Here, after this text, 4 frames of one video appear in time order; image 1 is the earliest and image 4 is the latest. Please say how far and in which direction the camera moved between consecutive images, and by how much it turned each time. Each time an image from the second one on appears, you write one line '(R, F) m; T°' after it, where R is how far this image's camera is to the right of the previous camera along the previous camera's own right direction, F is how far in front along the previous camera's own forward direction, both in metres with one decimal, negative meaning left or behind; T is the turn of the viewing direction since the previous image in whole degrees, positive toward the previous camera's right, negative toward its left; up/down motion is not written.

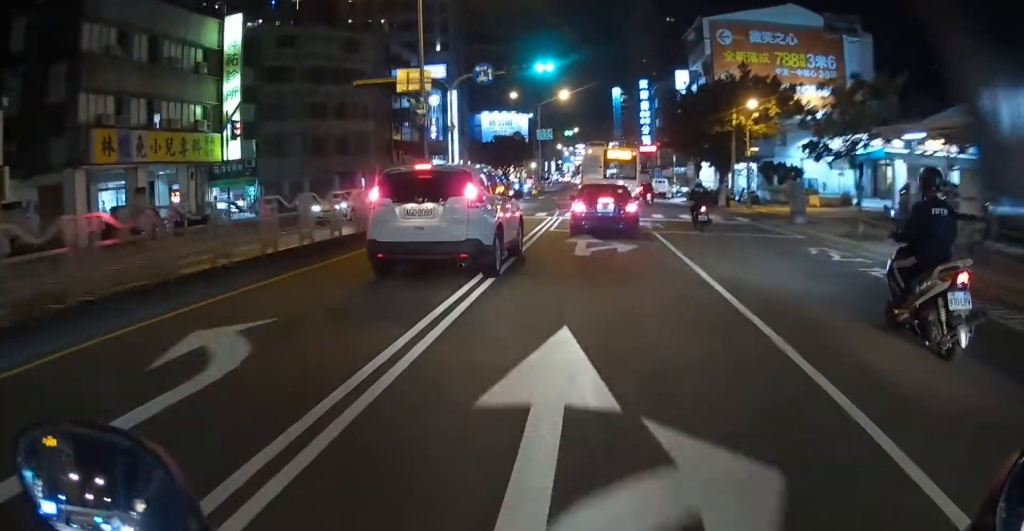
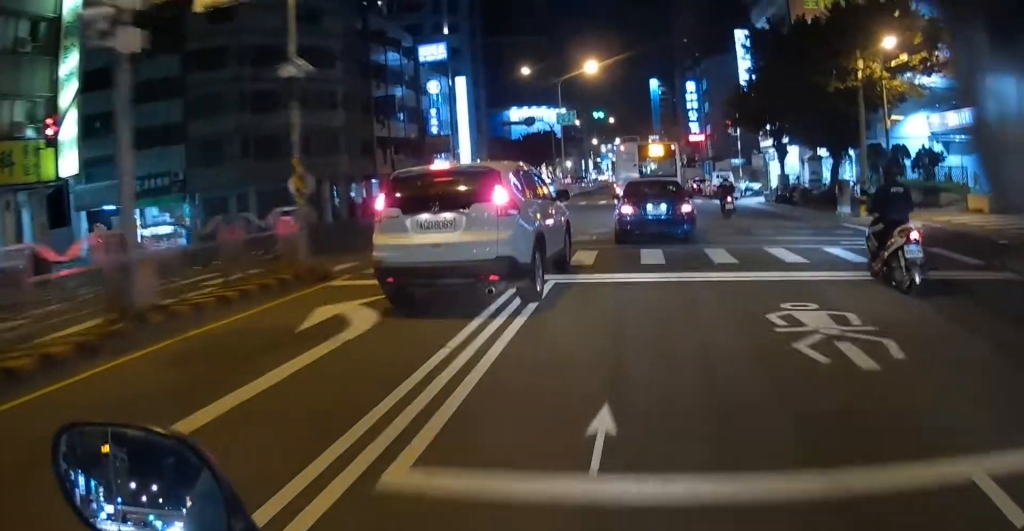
(-0.8, +16.6) m; -3°
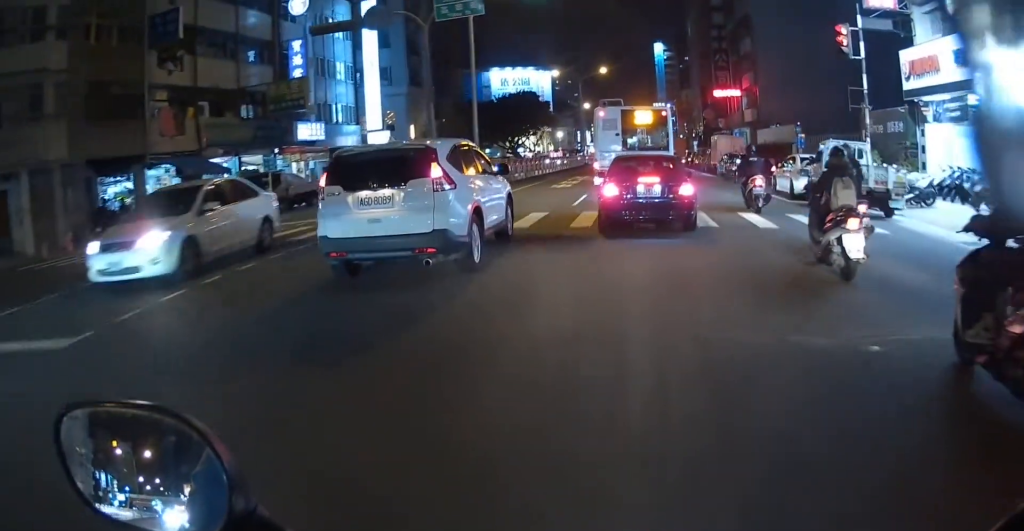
(+1.2, +29.0) m; +5°
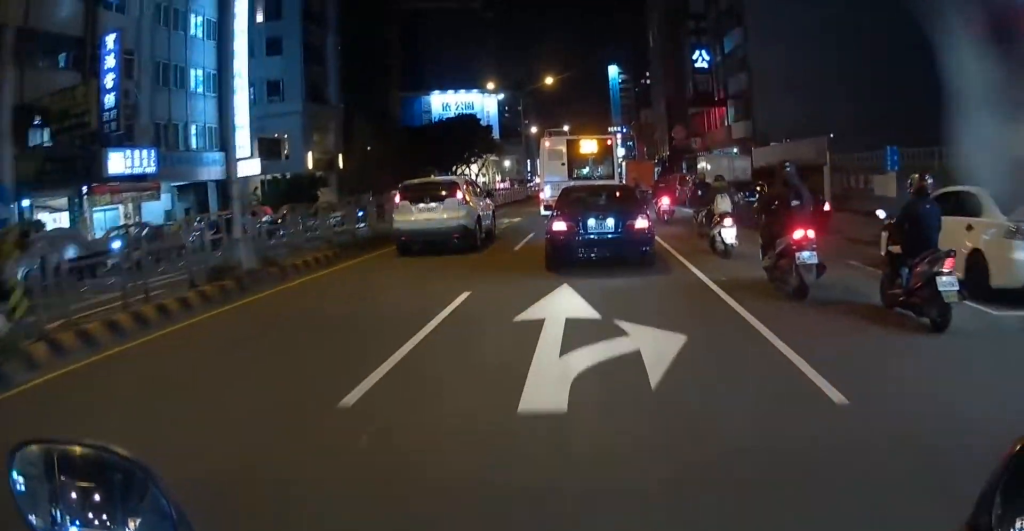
(+0.3, +13.9) m; +1°
